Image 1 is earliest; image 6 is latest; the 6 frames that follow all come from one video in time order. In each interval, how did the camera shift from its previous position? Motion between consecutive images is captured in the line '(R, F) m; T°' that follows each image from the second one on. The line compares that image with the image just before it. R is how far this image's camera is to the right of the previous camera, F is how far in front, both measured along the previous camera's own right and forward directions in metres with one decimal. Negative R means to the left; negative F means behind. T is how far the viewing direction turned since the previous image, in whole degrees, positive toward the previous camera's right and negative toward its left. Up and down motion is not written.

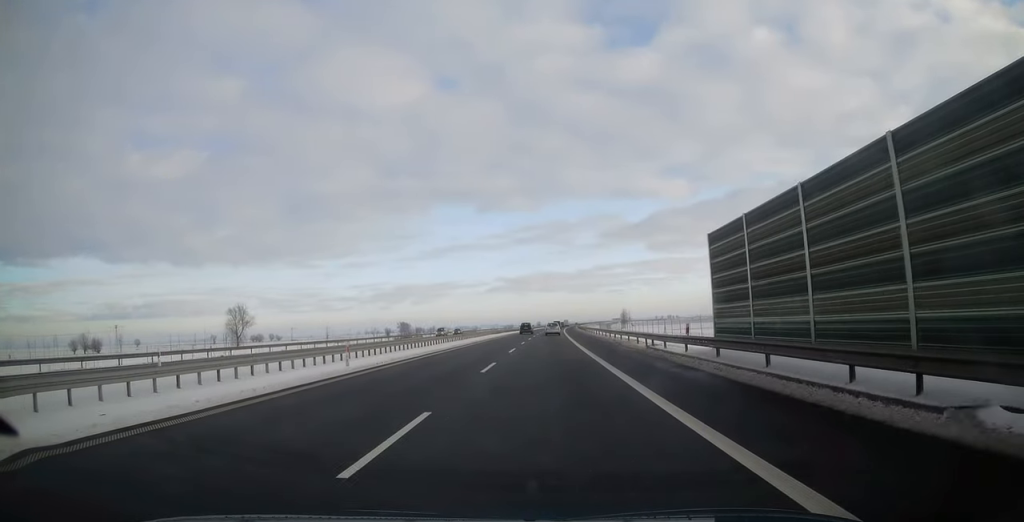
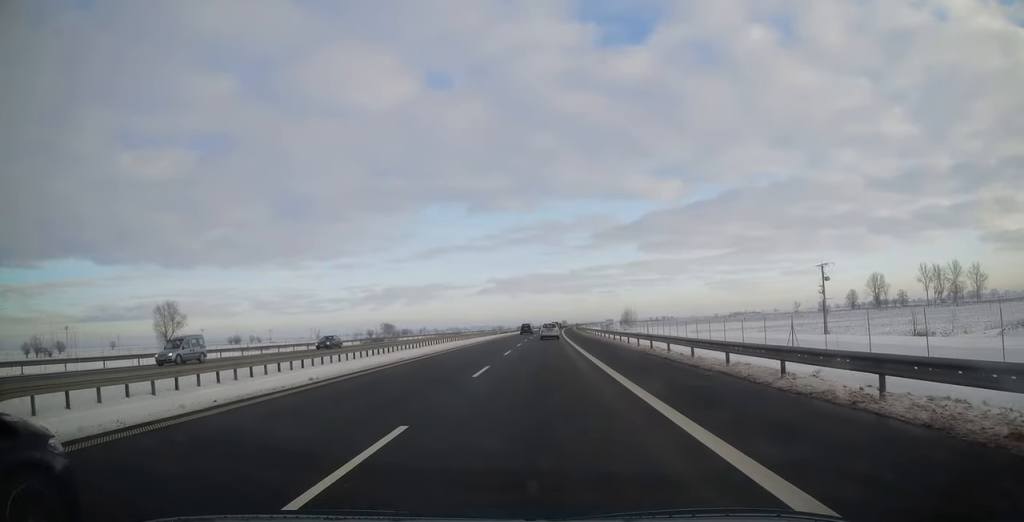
(+0.4, +37.1) m; +1°
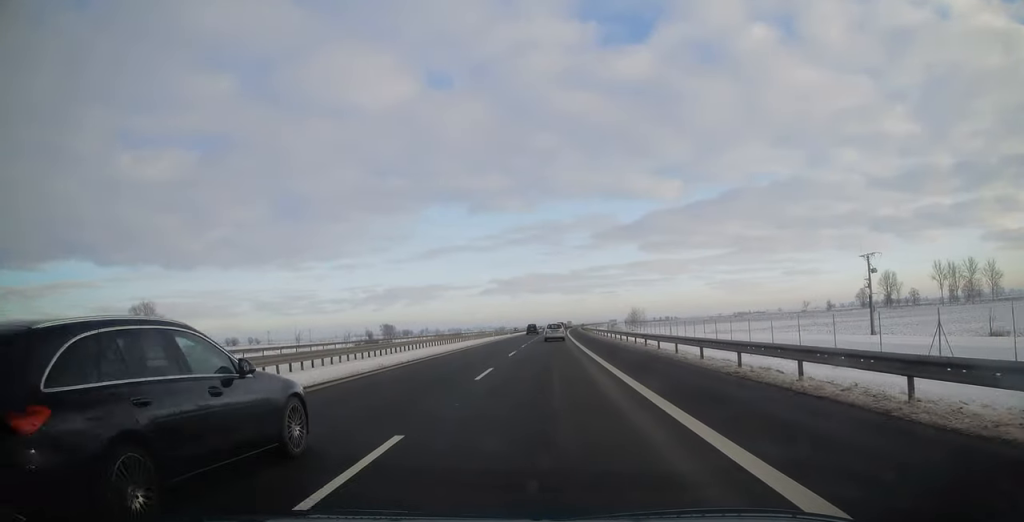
(+0.1, +12.6) m; 0°
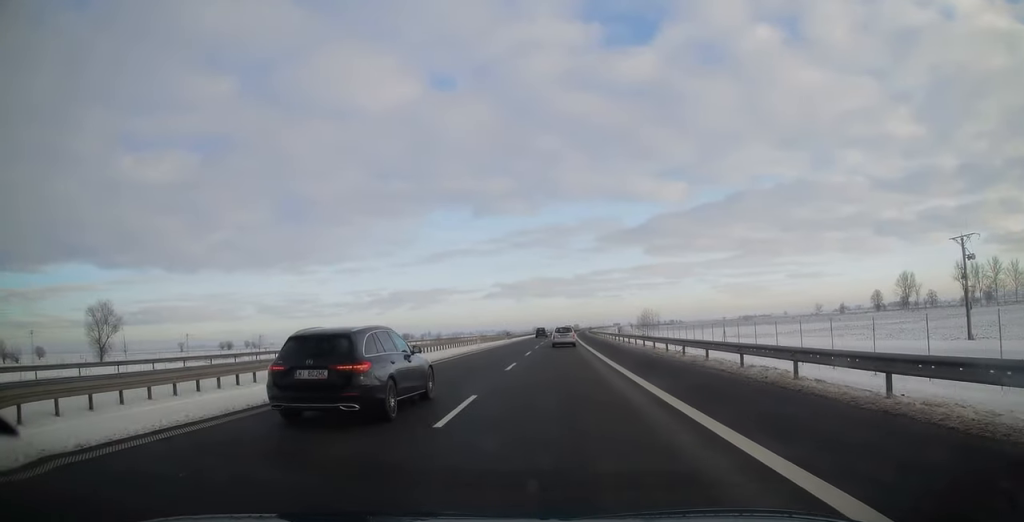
(0.0, +18.8) m; 0°
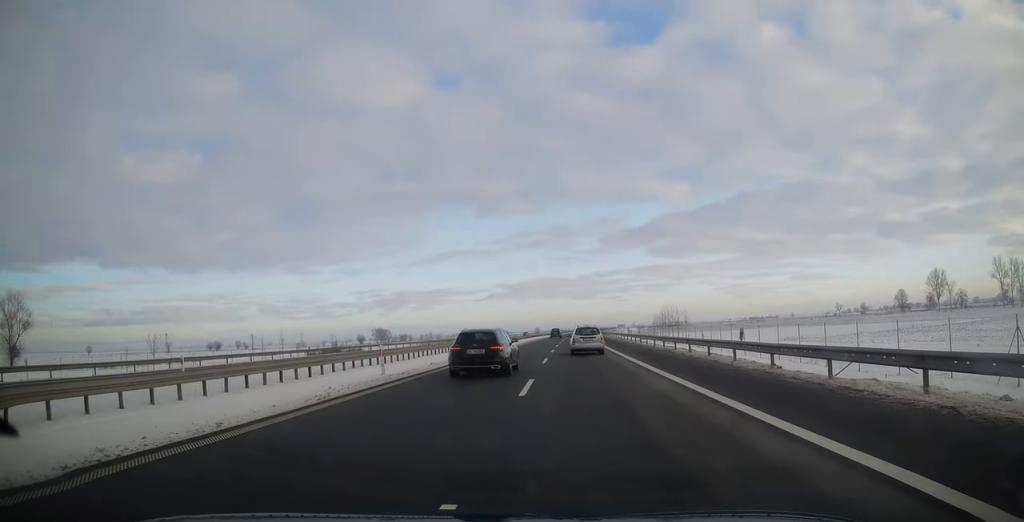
(-0.1, +31.0) m; 0°
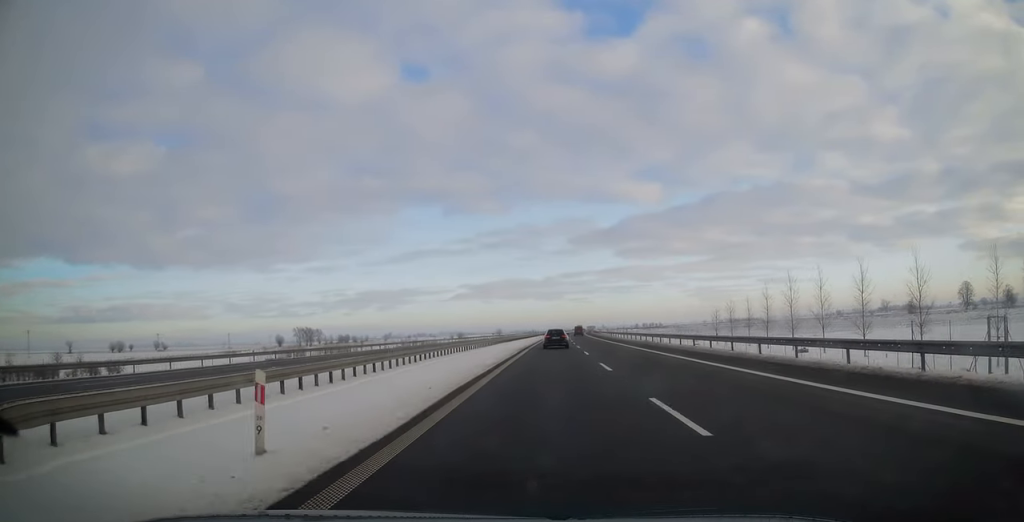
(+1.3, +111.7) m; +3°
